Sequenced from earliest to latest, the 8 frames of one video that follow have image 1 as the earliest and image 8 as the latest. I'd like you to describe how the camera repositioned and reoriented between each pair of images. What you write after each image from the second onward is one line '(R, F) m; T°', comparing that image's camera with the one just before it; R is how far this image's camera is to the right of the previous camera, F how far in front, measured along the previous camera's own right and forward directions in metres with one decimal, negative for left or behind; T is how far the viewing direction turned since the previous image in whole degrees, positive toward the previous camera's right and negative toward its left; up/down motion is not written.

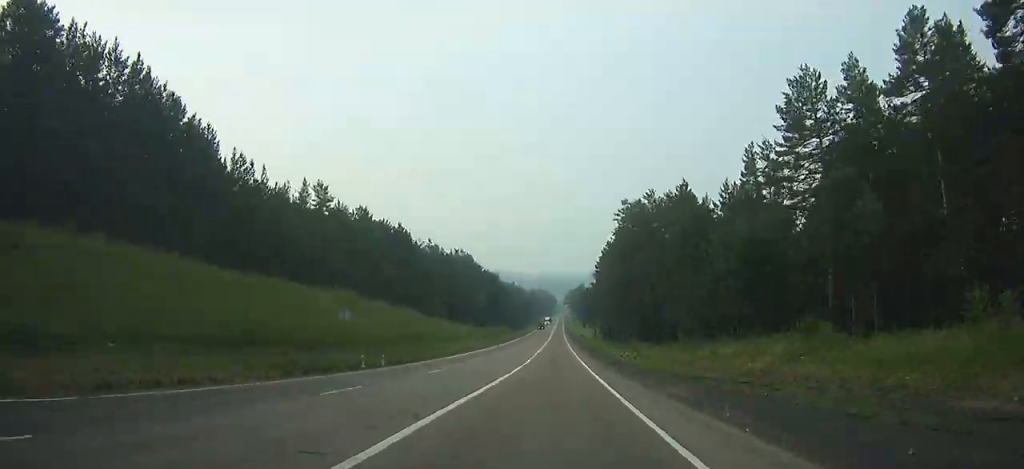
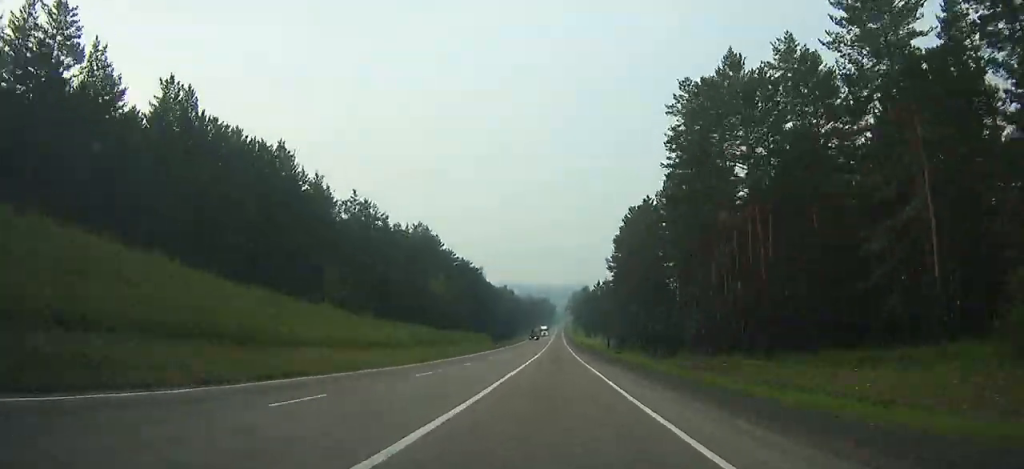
(0.0, +53.1) m; 0°
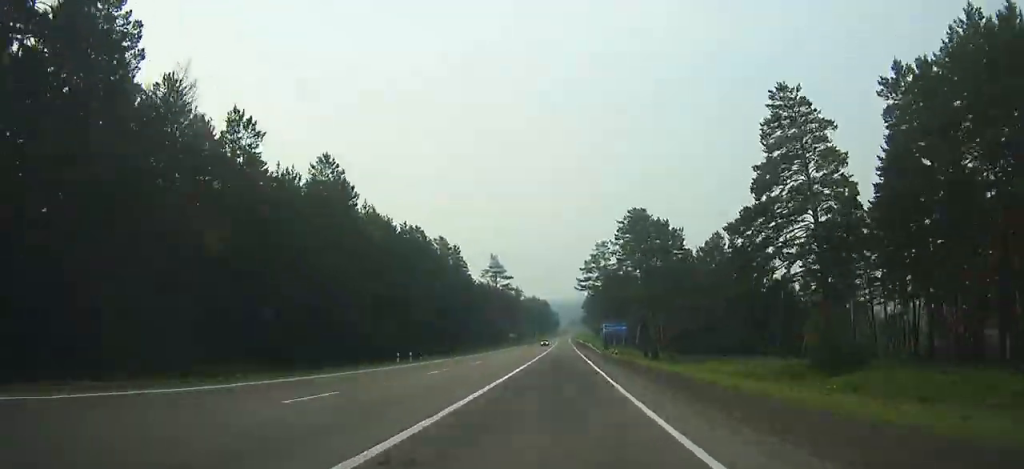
(+1.1, +177.3) m; 0°
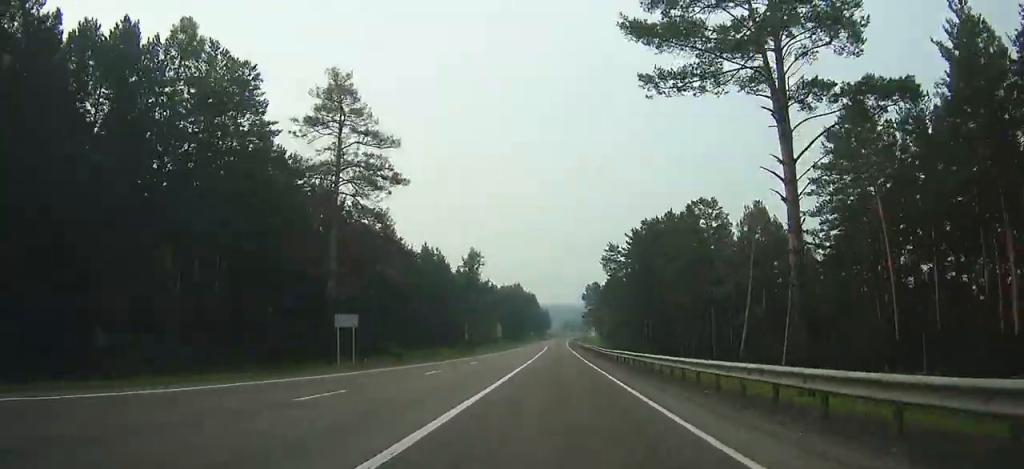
(-0.2, +94.5) m; 0°
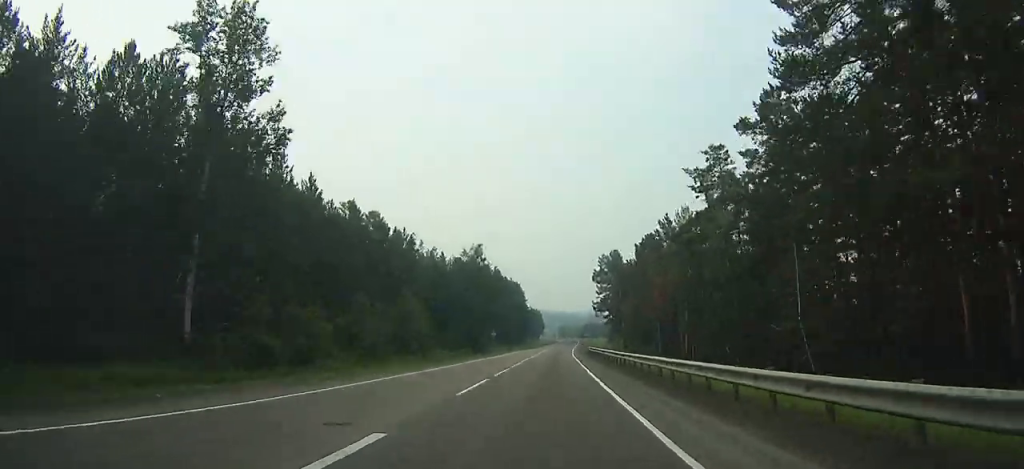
(+0.8, +90.2) m; +1°
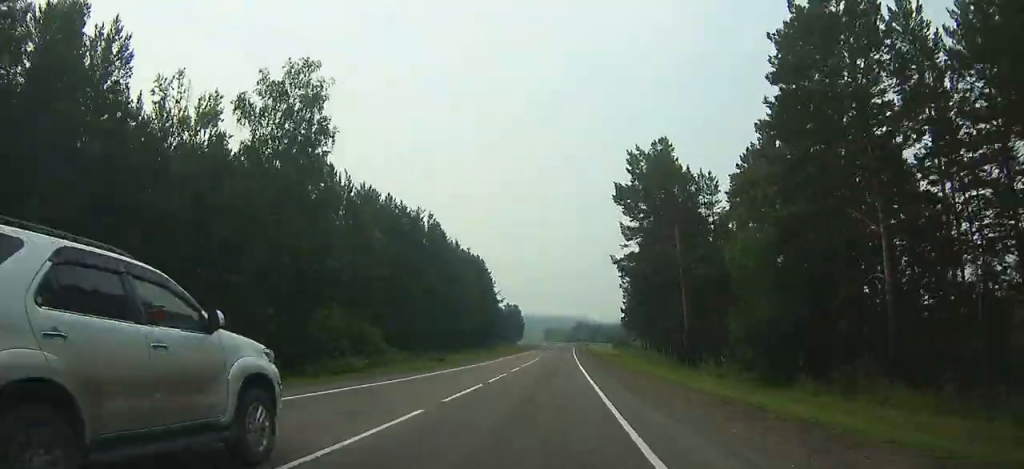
(+0.5, +74.9) m; +1°
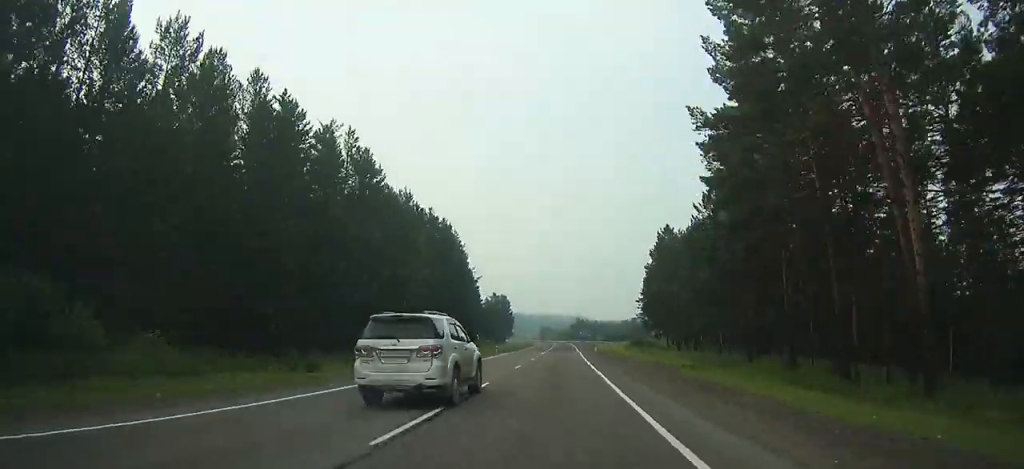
(+0.3, +37.8) m; 0°
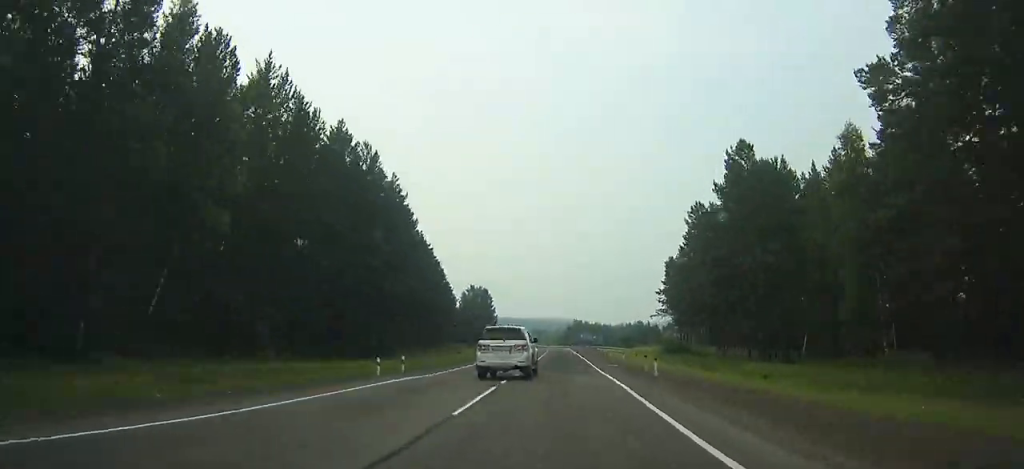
(+0.1, +39.9) m; 0°
